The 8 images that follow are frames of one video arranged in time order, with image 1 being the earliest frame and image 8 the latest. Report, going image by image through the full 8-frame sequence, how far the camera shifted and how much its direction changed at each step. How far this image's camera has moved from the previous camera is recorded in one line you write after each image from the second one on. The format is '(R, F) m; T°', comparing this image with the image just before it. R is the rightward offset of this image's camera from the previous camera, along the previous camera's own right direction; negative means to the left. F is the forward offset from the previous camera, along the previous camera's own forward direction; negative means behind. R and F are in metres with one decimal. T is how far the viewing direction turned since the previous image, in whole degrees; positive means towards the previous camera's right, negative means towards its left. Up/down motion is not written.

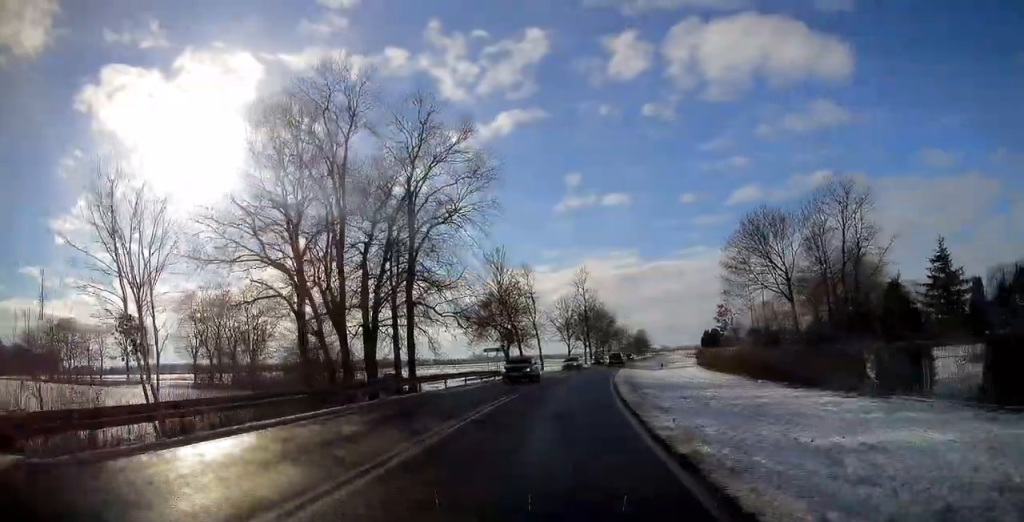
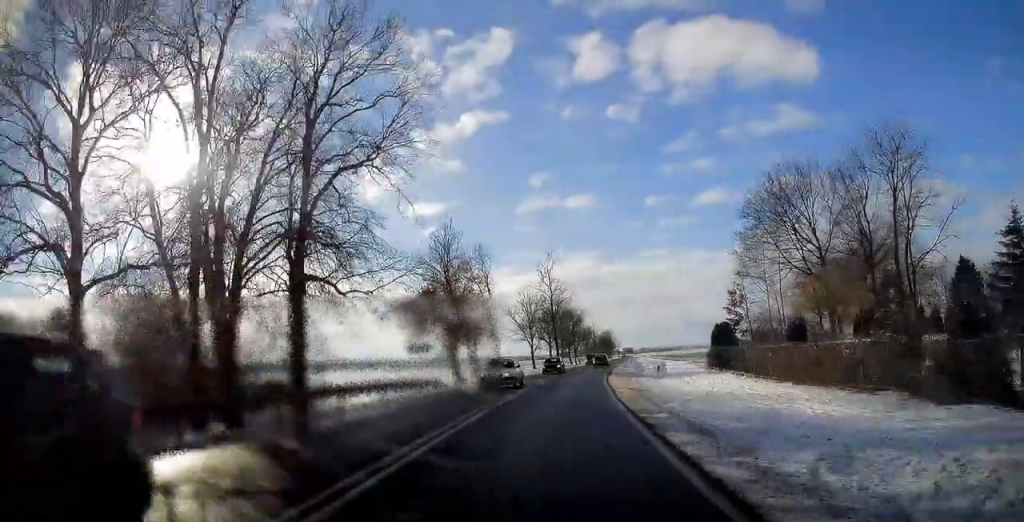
(+0.8, +15.9) m; +3°
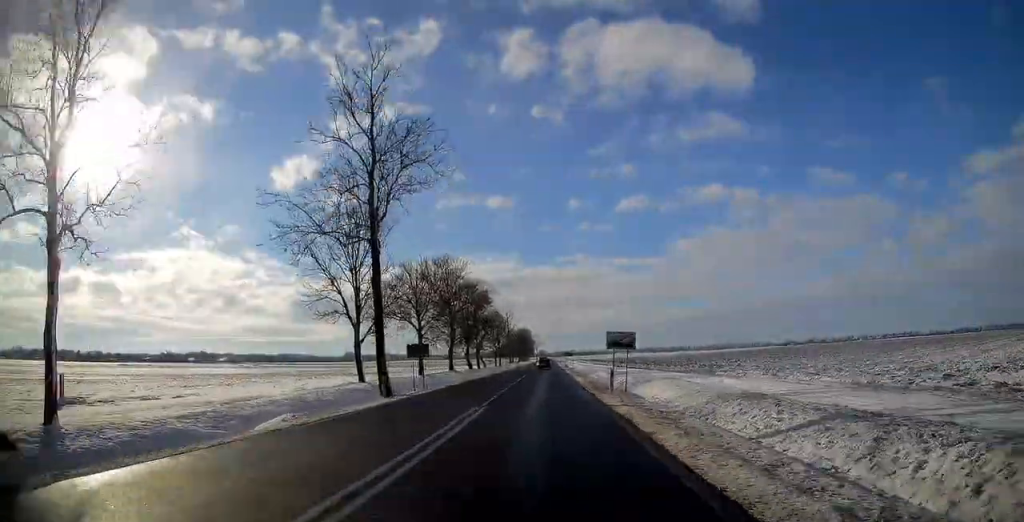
(+4.5, +61.9) m; +7°
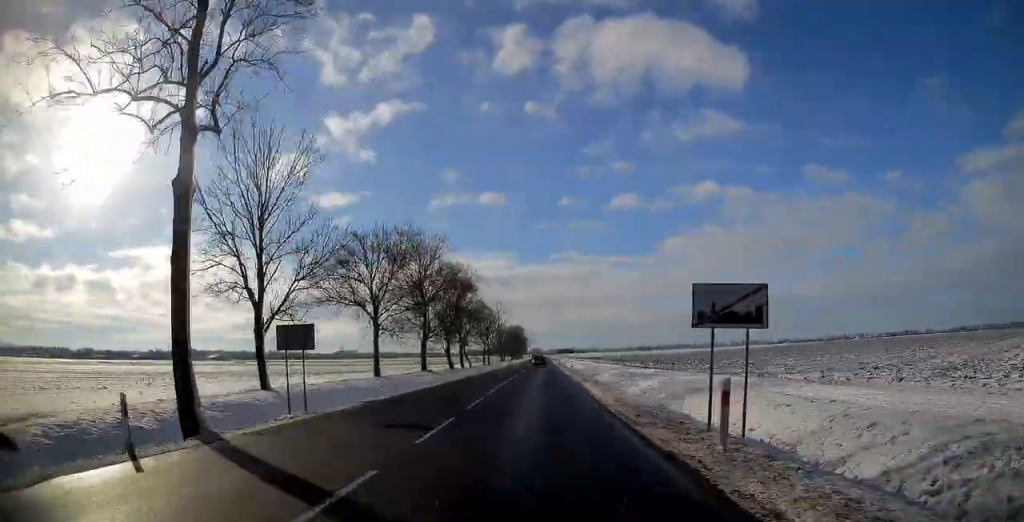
(+0.1, +15.2) m; +1°
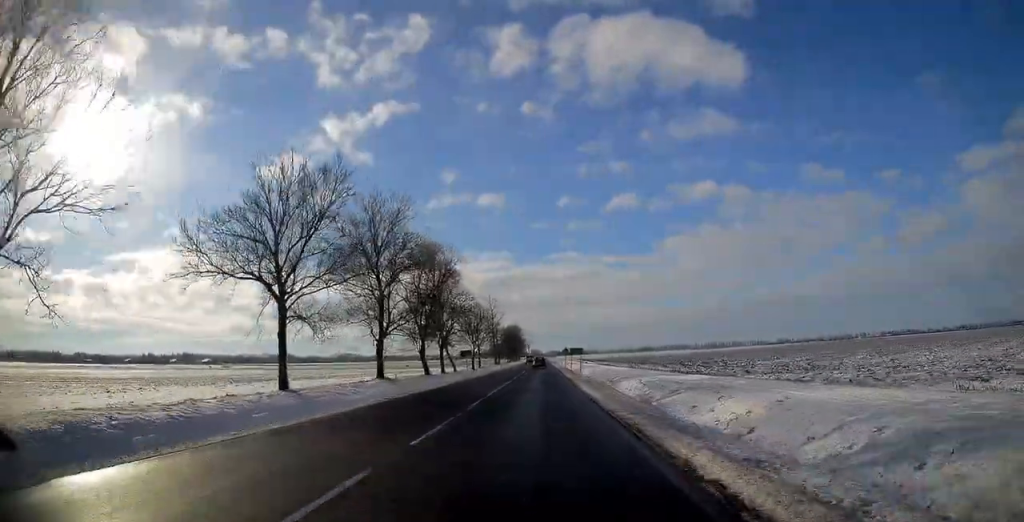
(+0.2, +18.7) m; 0°
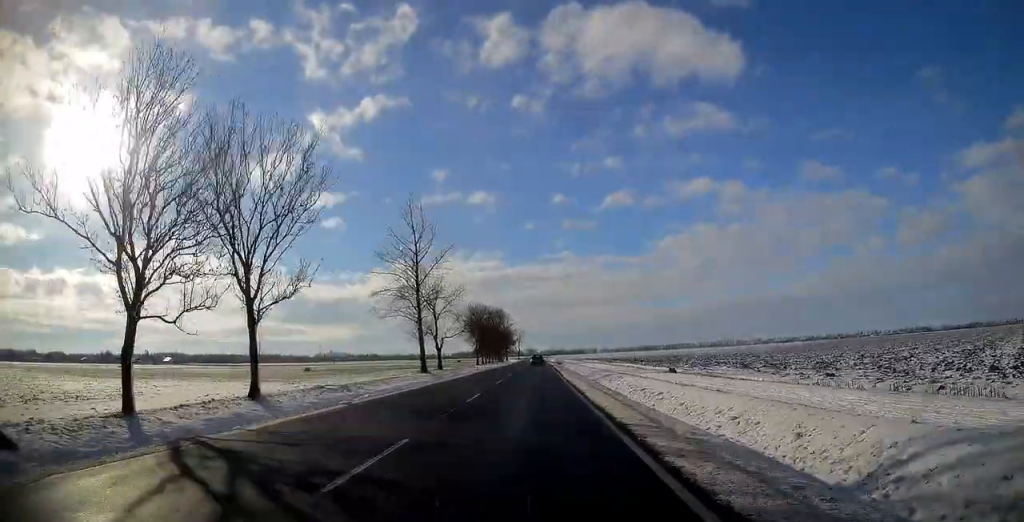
(-0.2, +94.6) m; 0°
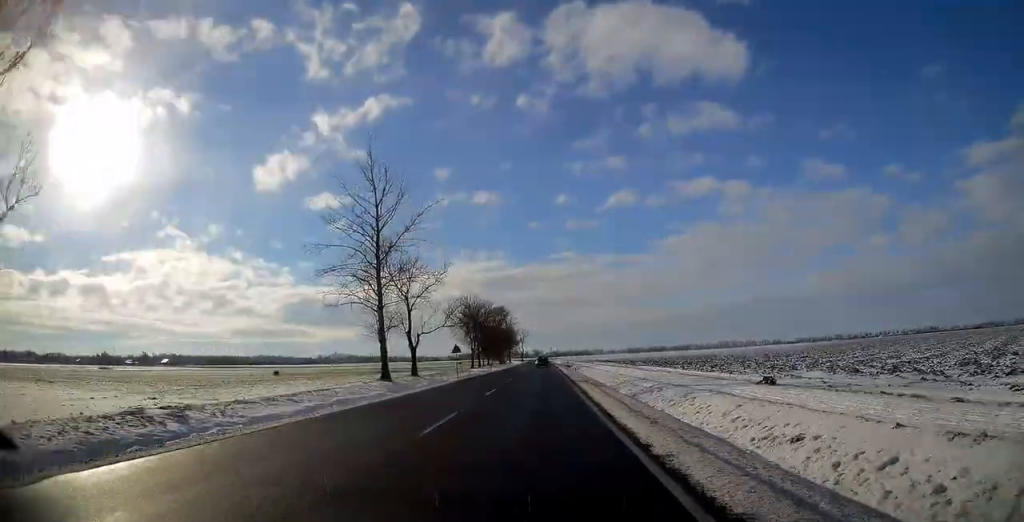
(0.0, +18.5) m; 0°
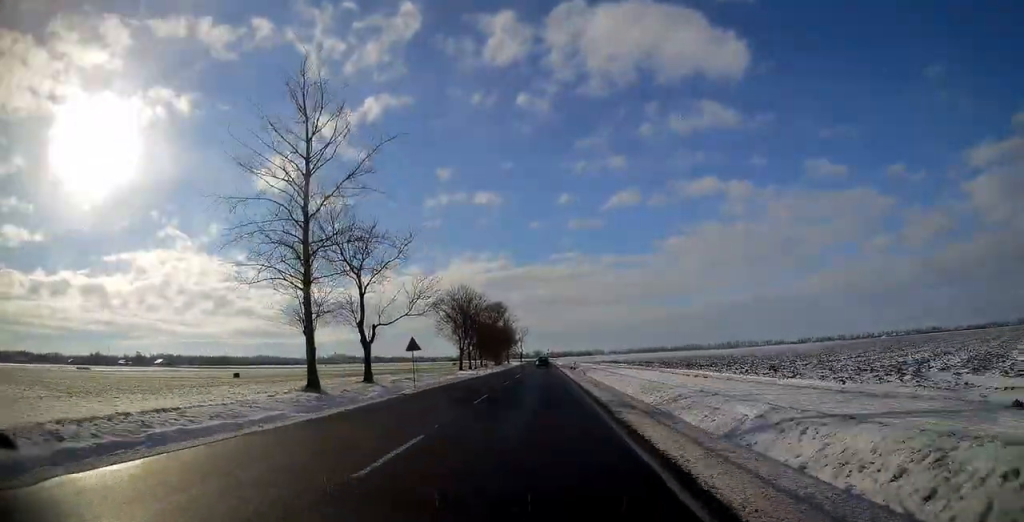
(0.0, +16.0) m; 0°
